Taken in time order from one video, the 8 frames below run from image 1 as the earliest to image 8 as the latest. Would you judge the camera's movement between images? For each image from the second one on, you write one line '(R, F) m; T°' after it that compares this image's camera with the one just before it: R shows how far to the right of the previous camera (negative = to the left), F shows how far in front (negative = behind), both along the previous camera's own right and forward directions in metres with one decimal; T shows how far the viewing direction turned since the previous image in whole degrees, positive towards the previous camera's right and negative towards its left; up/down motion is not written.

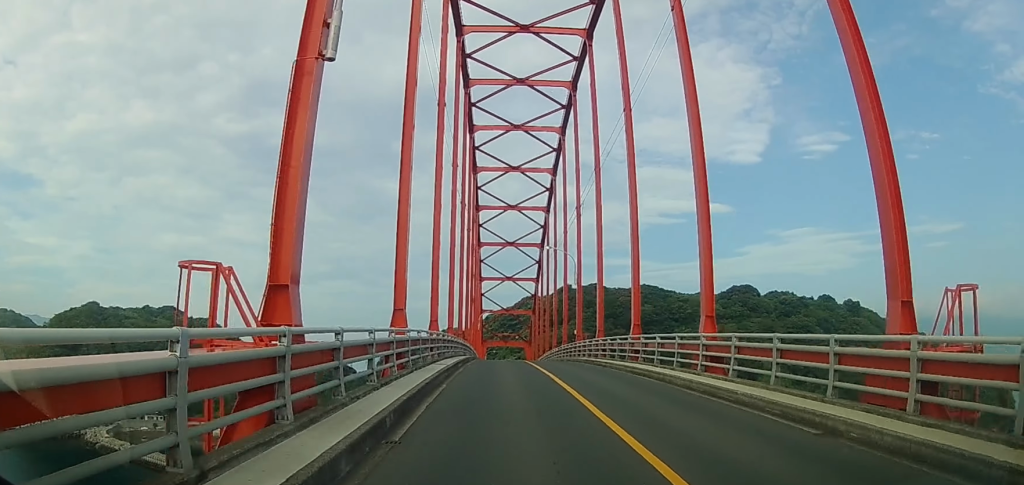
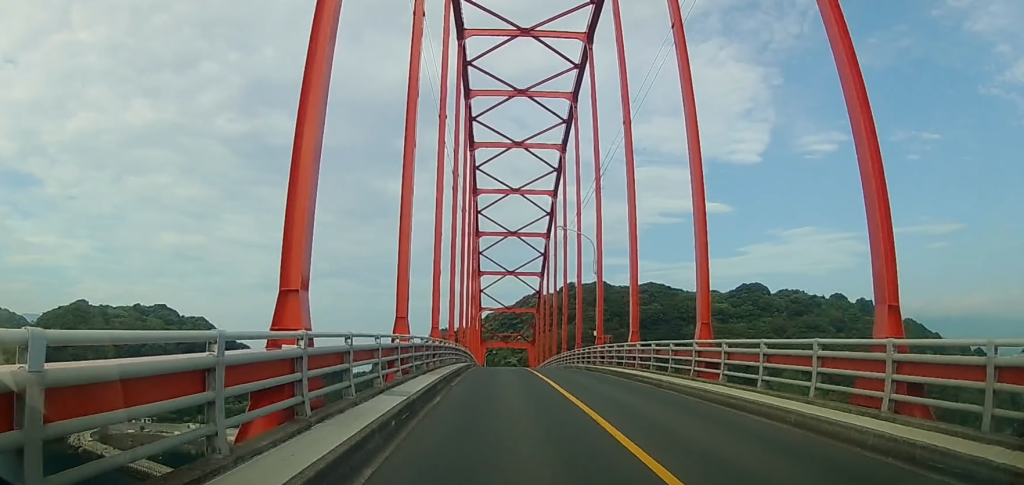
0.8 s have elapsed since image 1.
(-0.2, +8.4) m; -2°
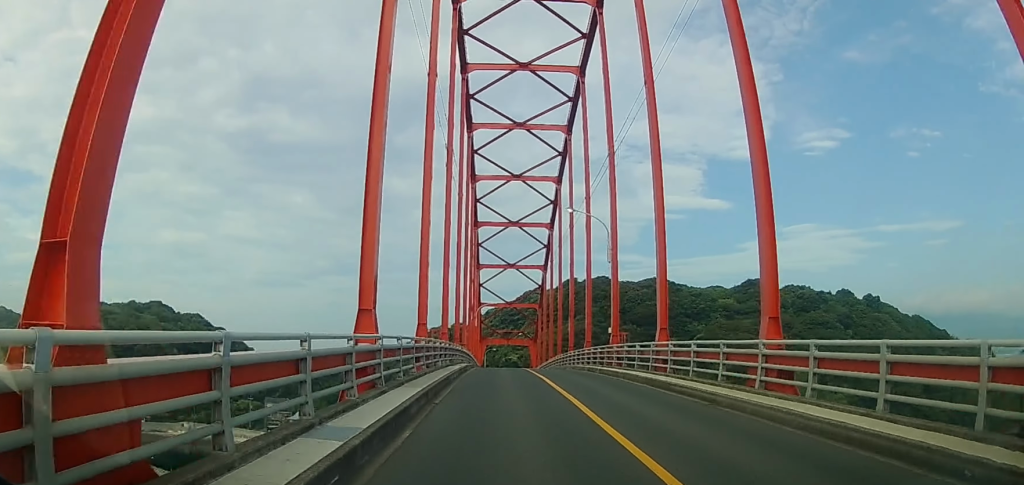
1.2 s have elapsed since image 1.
(0.0, +4.4) m; 0°
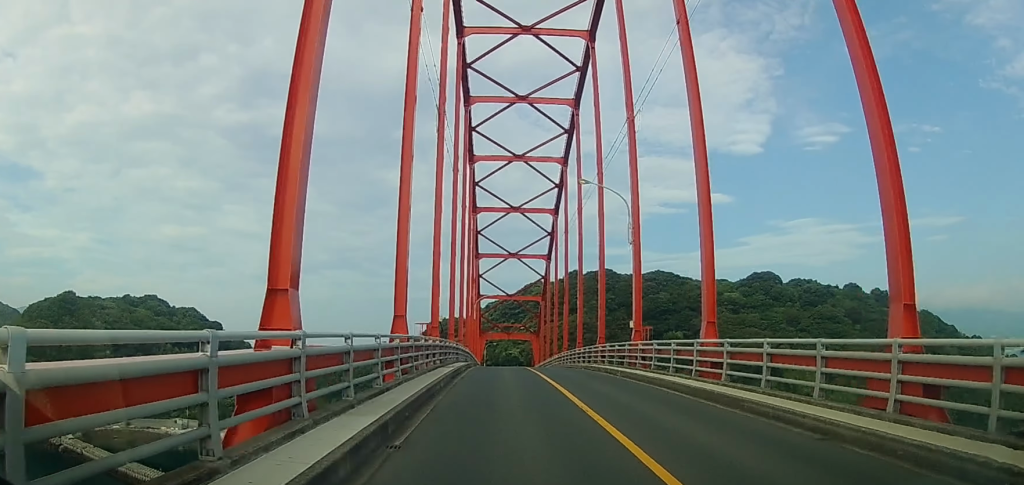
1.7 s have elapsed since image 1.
(0.0, +4.8) m; 0°
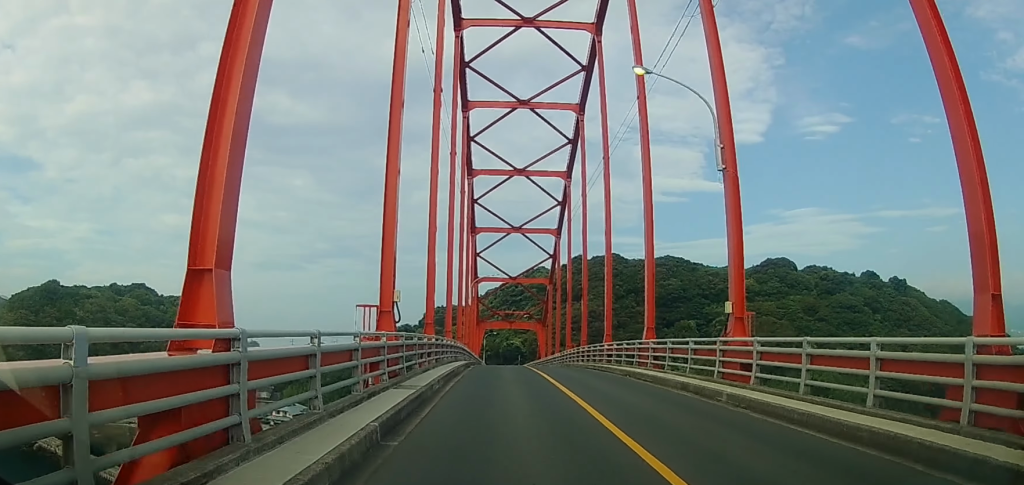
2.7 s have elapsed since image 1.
(0.0, +9.9) m; +1°
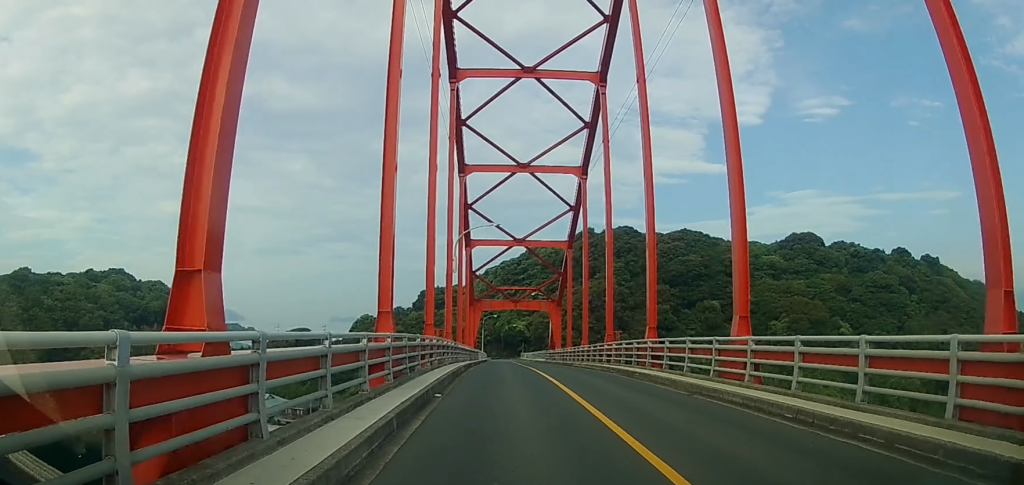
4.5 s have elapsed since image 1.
(+0.5, +17.0) m; 0°
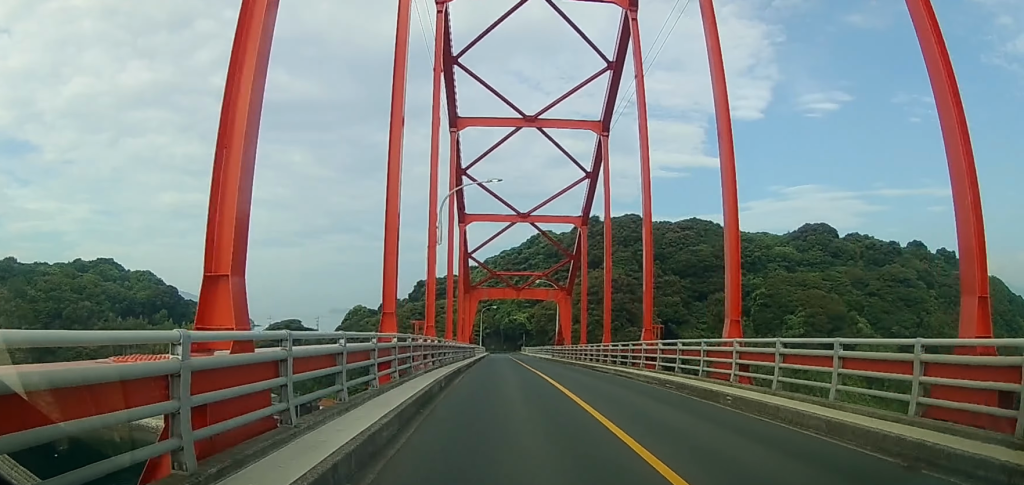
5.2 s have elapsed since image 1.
(-0.1, +8.5) m; -1°
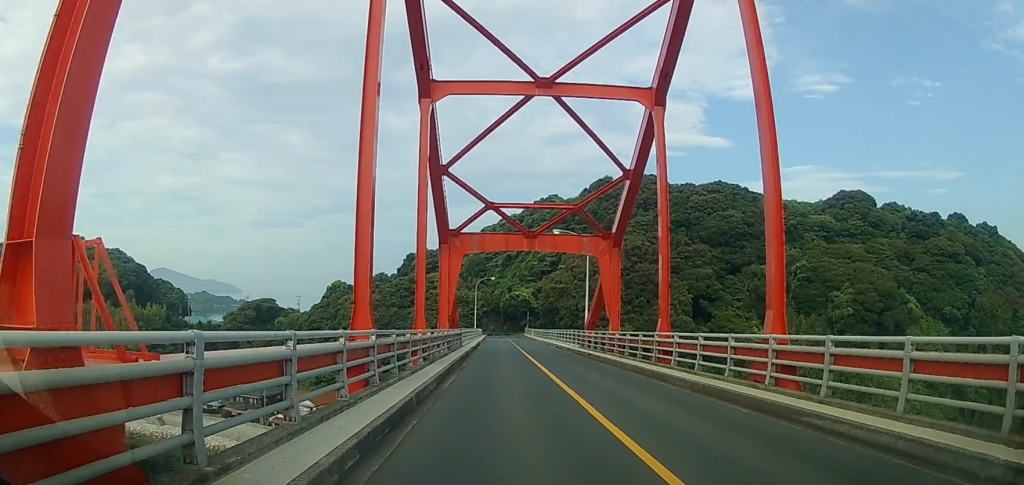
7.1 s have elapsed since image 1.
(+0.2, +23.0) m; +2°
